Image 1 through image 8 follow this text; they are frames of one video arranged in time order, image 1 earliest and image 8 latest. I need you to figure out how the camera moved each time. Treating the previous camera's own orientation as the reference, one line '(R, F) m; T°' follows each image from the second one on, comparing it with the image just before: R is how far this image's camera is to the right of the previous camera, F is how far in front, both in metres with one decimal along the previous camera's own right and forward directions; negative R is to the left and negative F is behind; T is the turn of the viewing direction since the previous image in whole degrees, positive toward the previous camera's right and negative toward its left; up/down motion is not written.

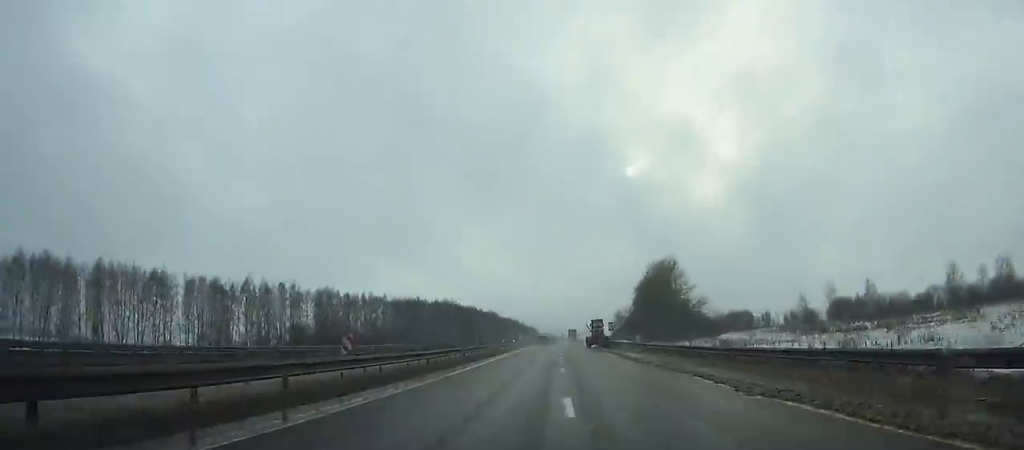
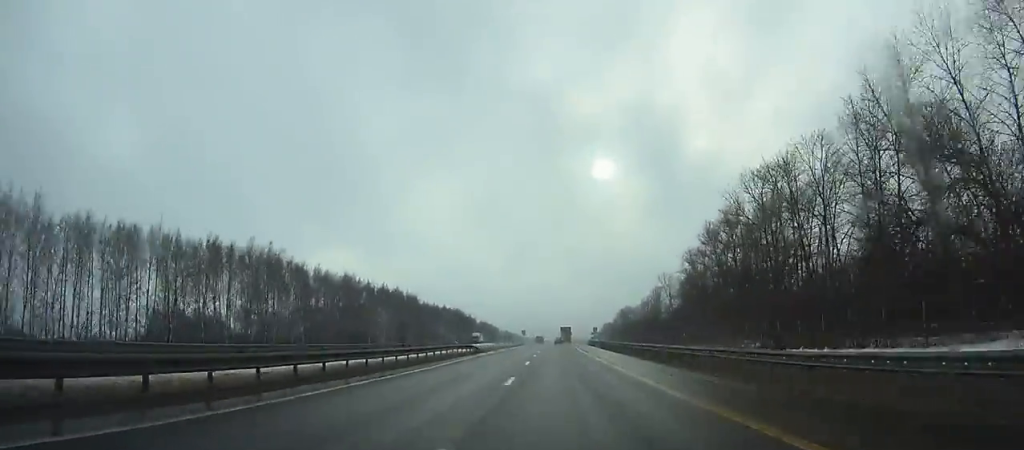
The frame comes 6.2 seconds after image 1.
(+4.0, +157.8) m; +3°
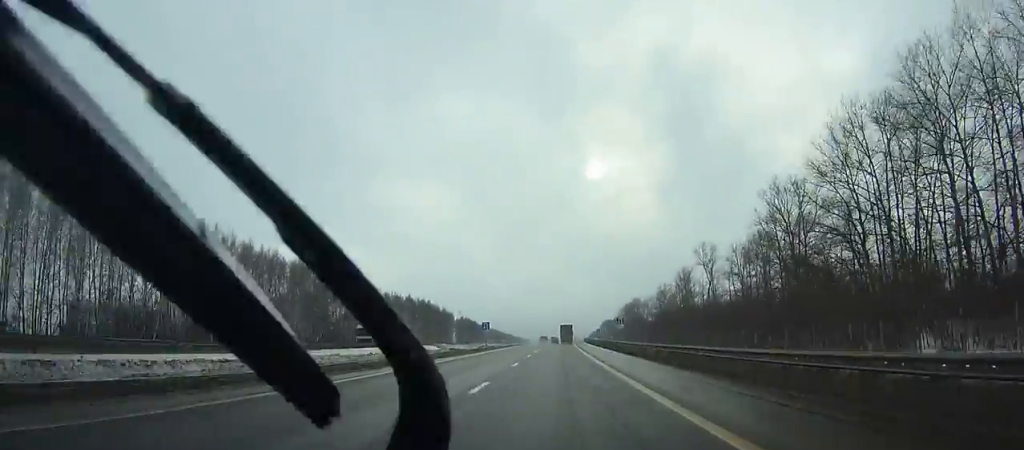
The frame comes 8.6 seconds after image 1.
(0.0, +61.5) m; +1°
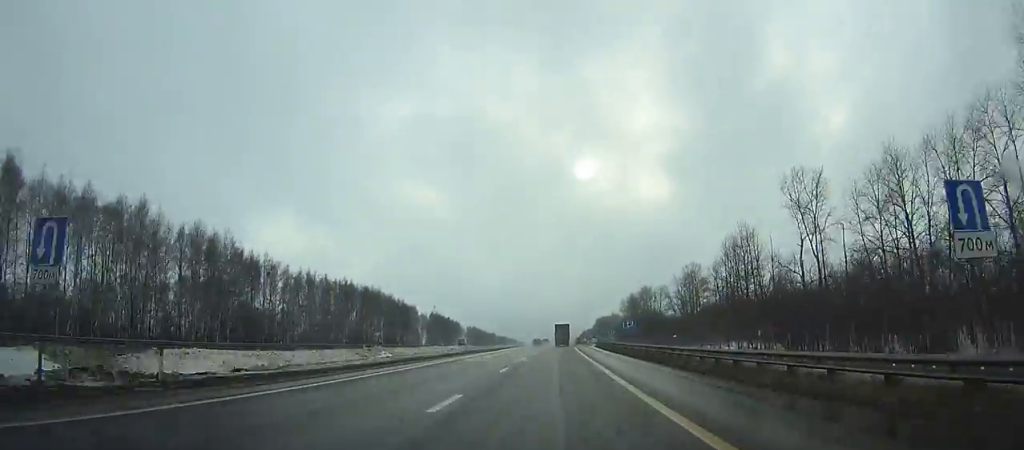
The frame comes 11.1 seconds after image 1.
(+1.0, +63.9) m; +1°
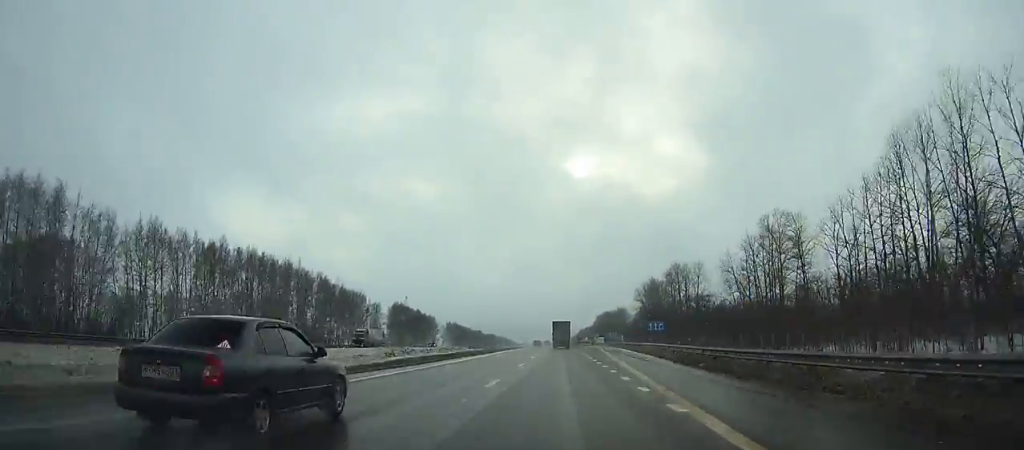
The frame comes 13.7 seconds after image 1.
(0.0, +65.7) m; 0°
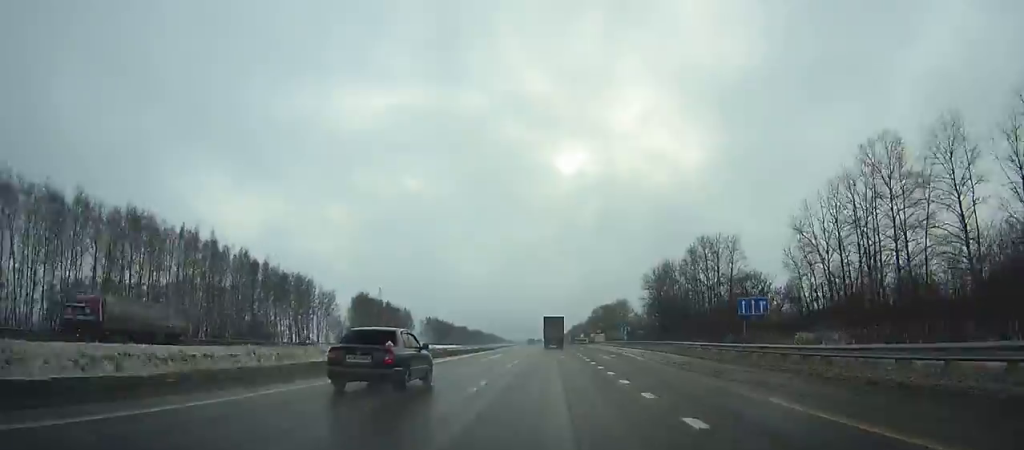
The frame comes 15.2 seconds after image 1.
(0.0, +37.5) m; 0°
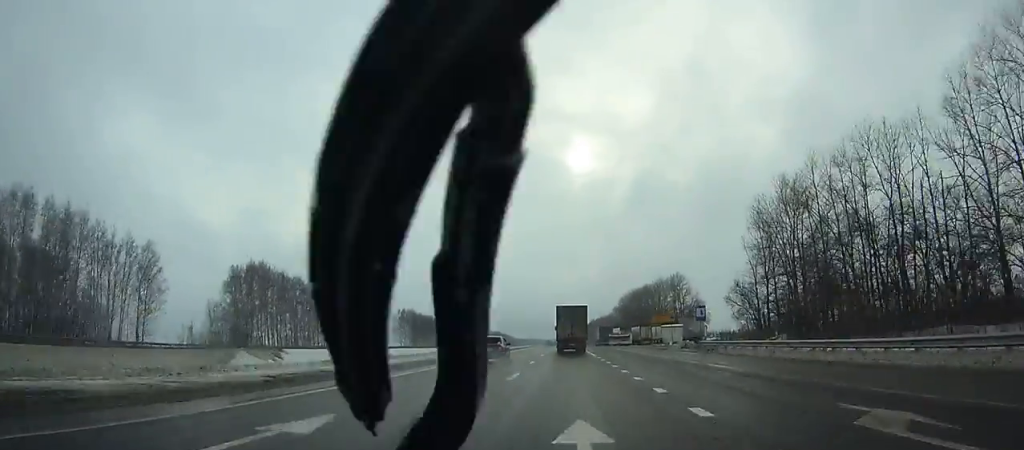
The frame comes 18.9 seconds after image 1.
(-0.1, +91.6) m; 0°
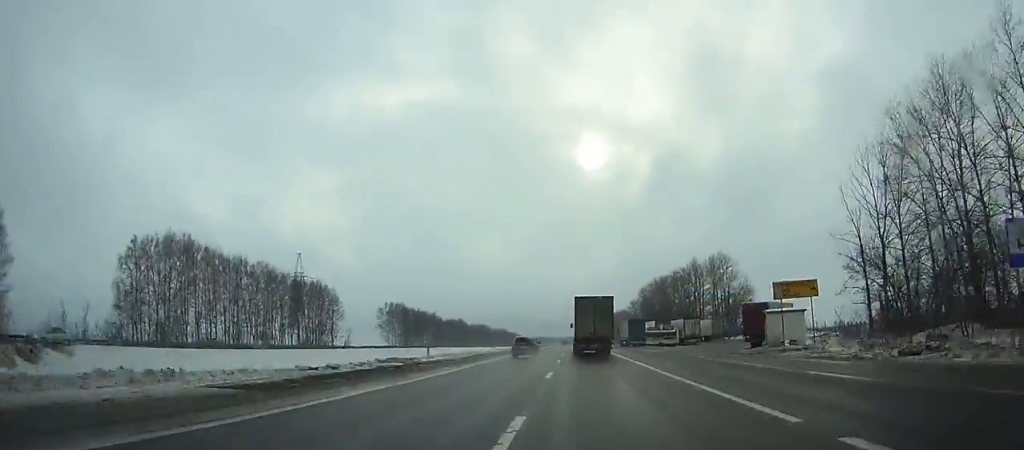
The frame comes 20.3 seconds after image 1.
(0.0, +34.7) m; 0°
